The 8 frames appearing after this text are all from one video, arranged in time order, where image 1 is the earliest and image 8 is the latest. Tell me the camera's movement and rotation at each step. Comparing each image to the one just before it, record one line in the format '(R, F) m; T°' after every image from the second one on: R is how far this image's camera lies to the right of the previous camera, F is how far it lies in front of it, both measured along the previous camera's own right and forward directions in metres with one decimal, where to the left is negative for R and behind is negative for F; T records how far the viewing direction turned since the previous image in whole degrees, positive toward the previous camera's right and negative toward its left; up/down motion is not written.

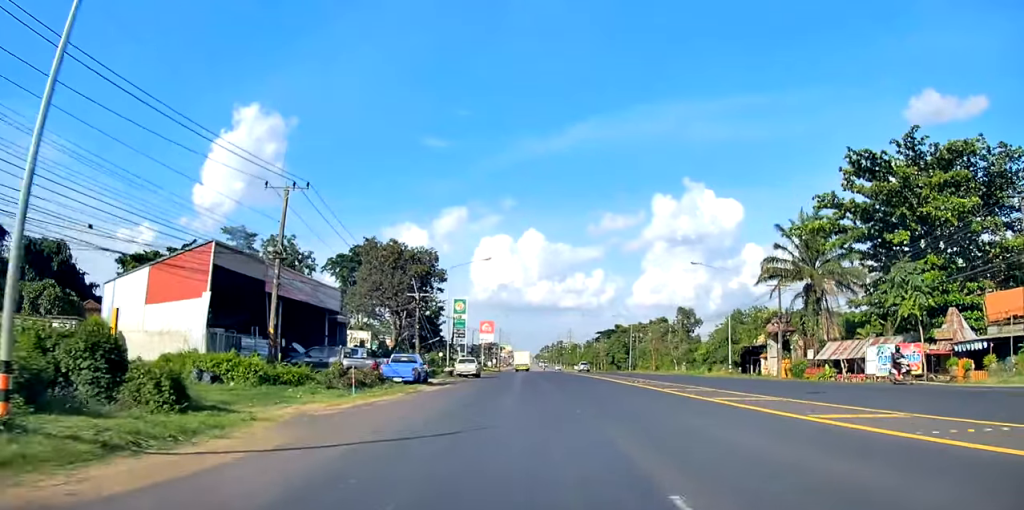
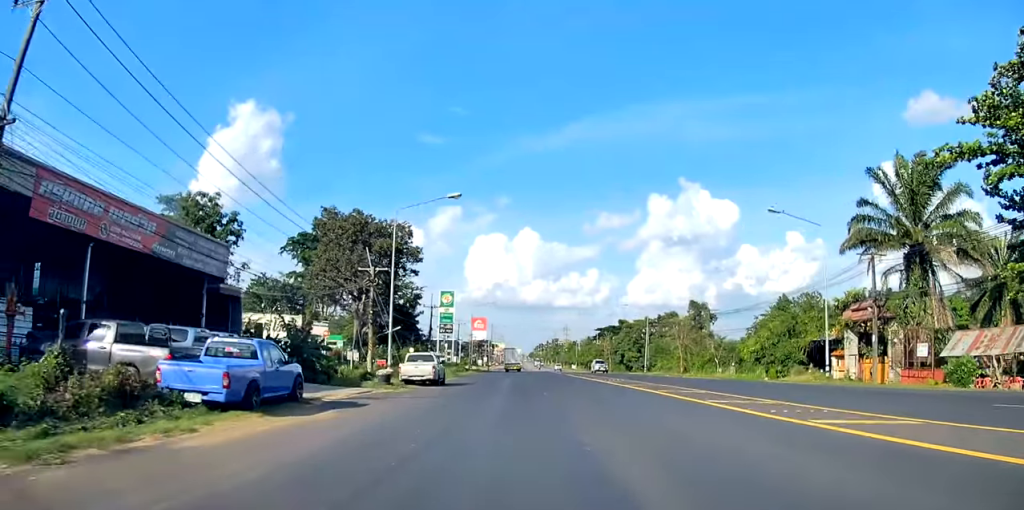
(+0.1, +19.4) m; +1°
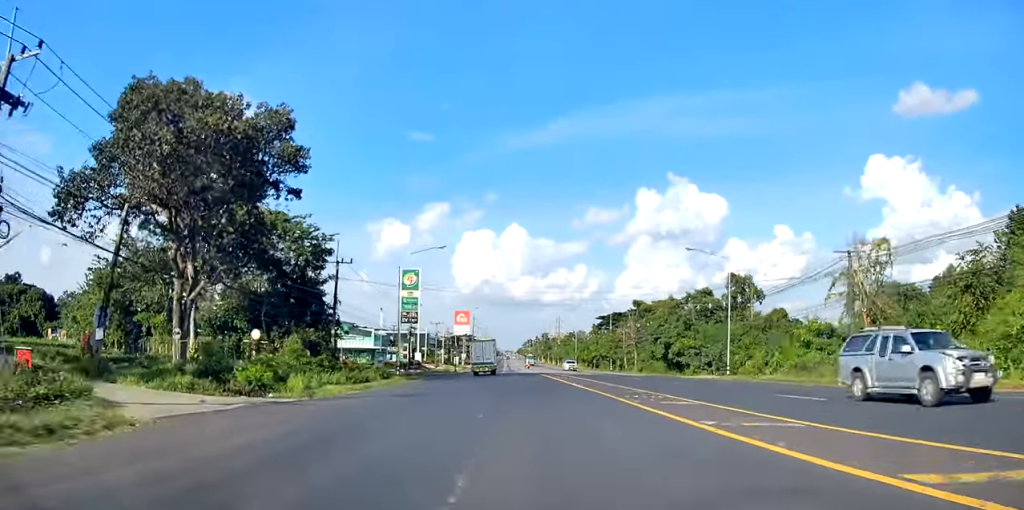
(+0.3, +40.2) m; 0°
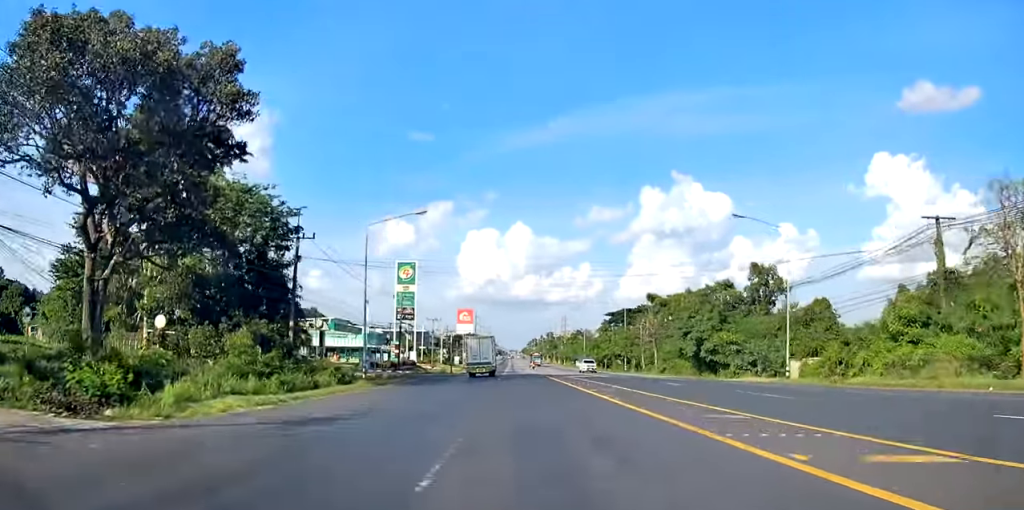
(+0.1, +10.6) m; 0°
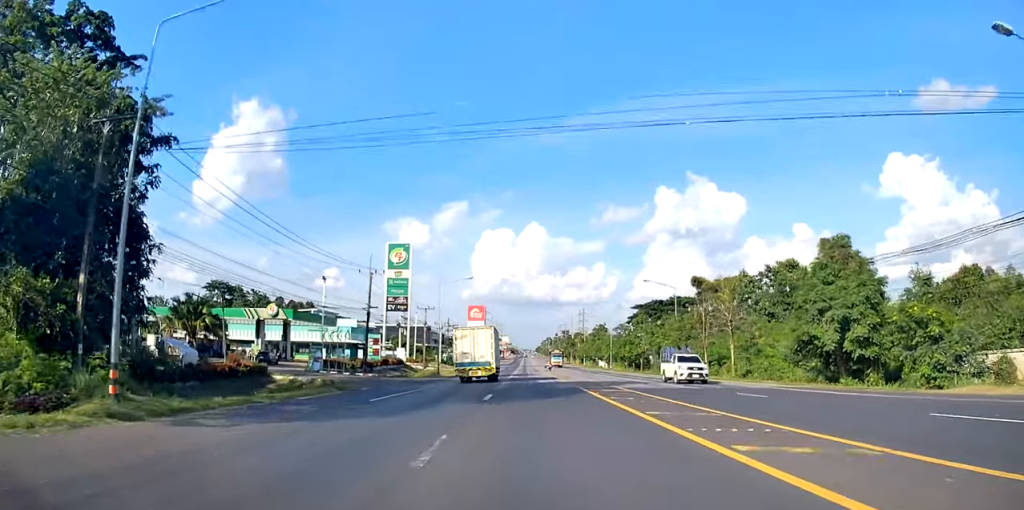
(0.0, +22.5) m; +1°
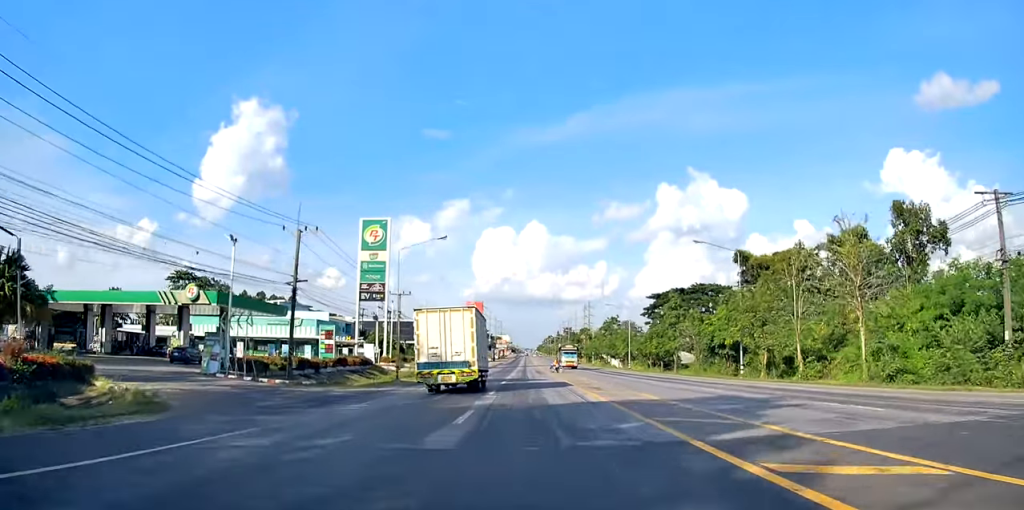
(+0.3, +18.5) m; 0°
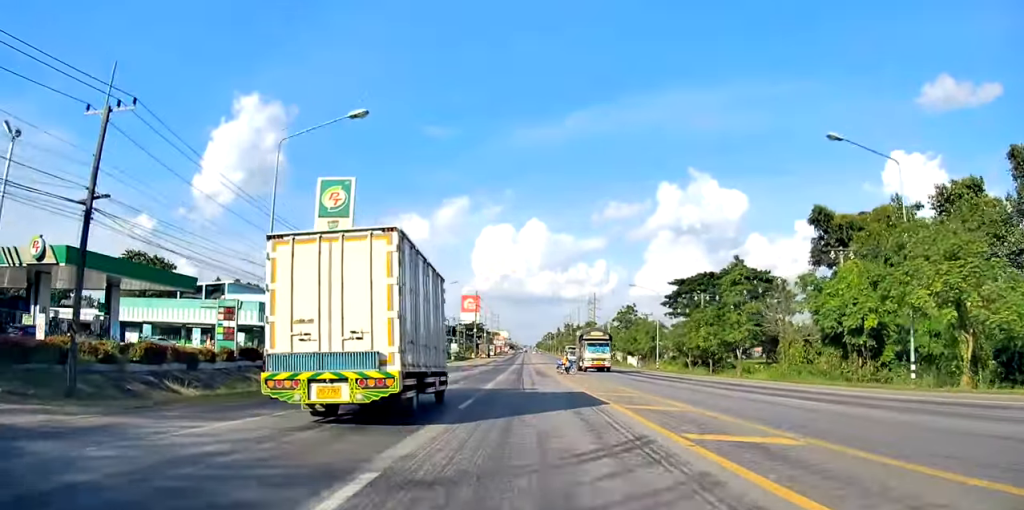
(-0.4, +21.4) m; -1°
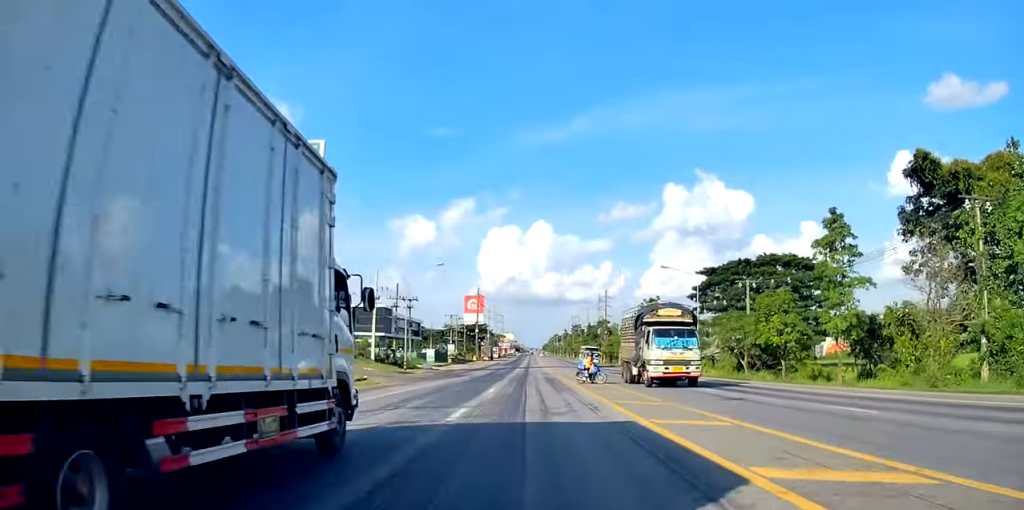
(-0.1, +14.7) m; 0°
